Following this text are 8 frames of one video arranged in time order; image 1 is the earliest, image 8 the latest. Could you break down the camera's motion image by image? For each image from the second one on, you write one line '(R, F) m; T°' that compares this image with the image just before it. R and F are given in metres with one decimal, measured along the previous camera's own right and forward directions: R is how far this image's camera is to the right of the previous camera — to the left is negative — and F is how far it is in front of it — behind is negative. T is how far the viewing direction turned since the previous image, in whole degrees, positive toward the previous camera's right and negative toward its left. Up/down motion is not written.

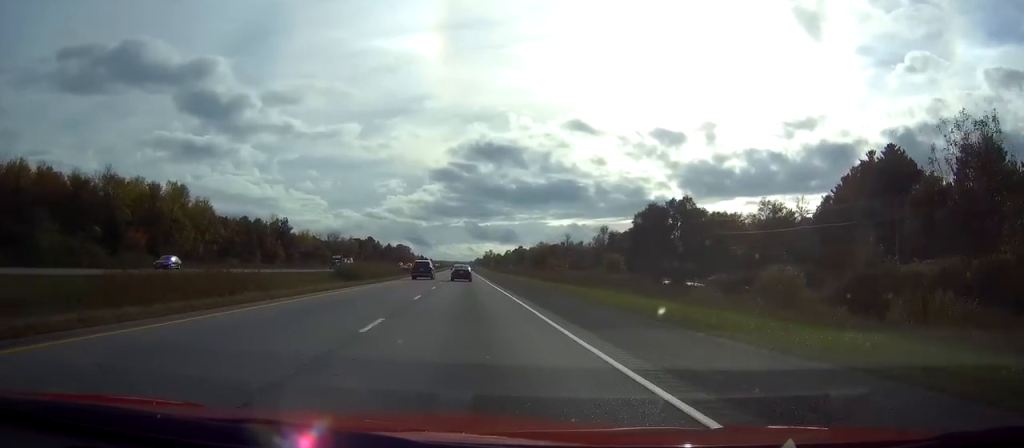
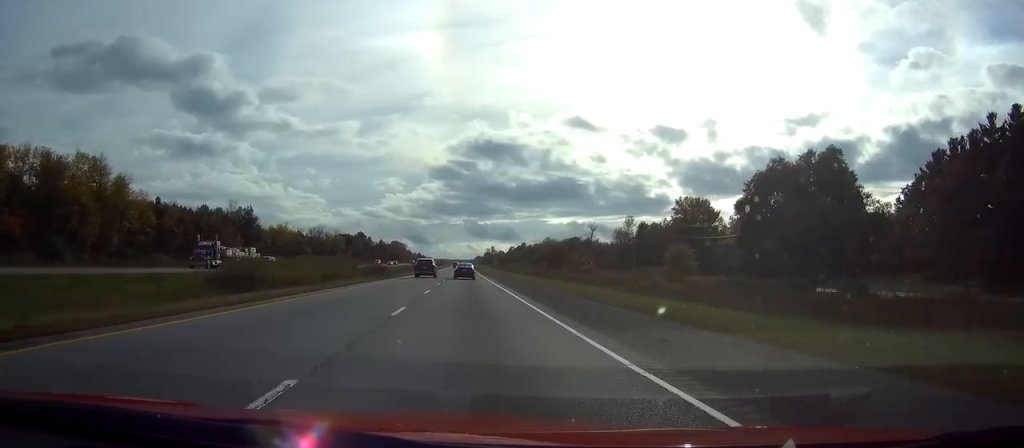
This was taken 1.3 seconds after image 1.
(0.0, +44.0) m; 0°
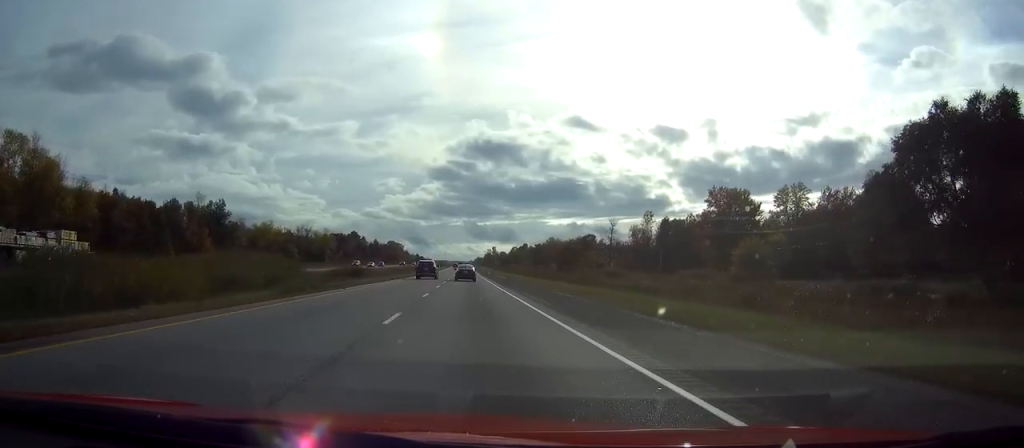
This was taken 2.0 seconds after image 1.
(0.0, +25.5) m; 0°
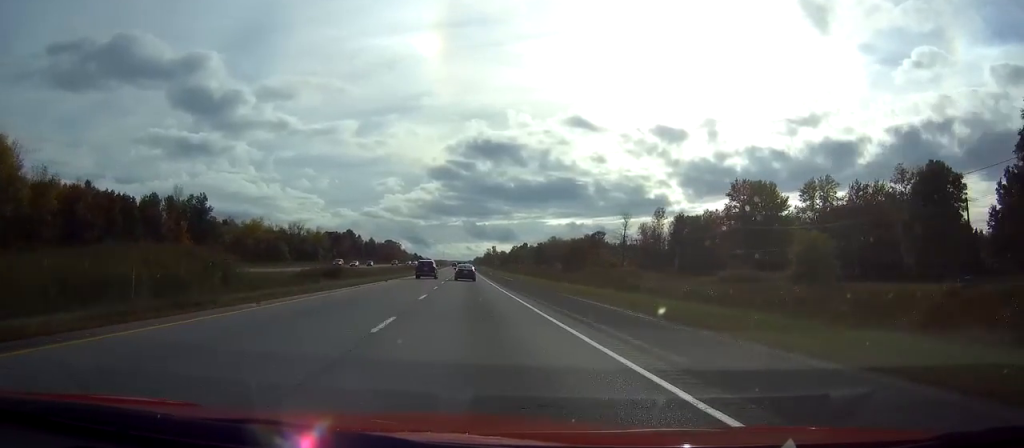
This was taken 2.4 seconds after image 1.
(0.0, +13.9) m; 0°
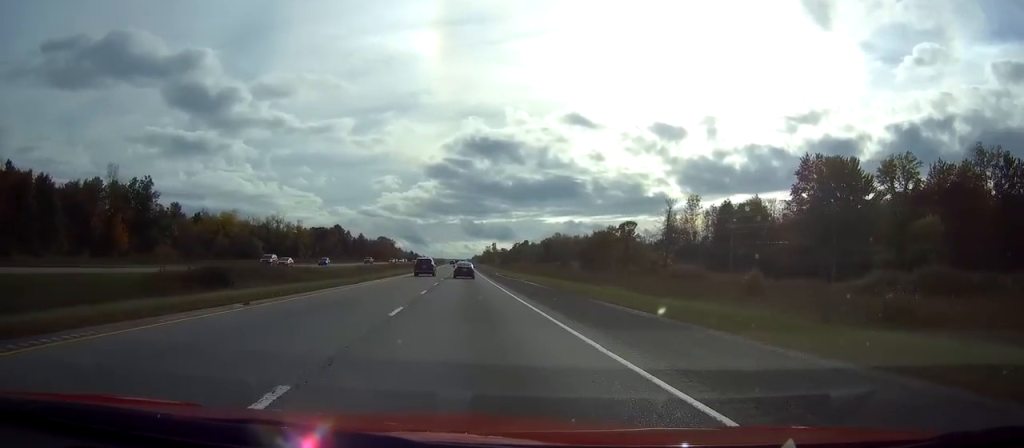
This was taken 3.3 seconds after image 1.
(-0.1, +32.5) m; 0°
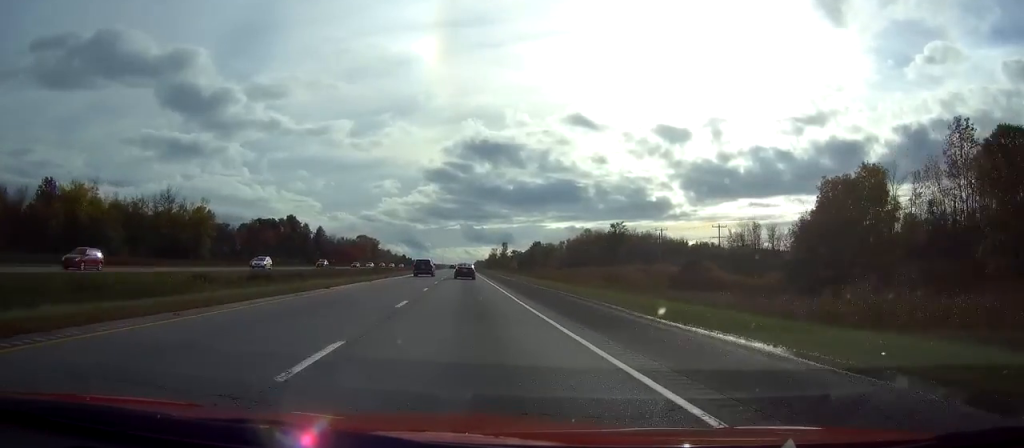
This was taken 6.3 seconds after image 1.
(+0.1, +104.3) m; 0°
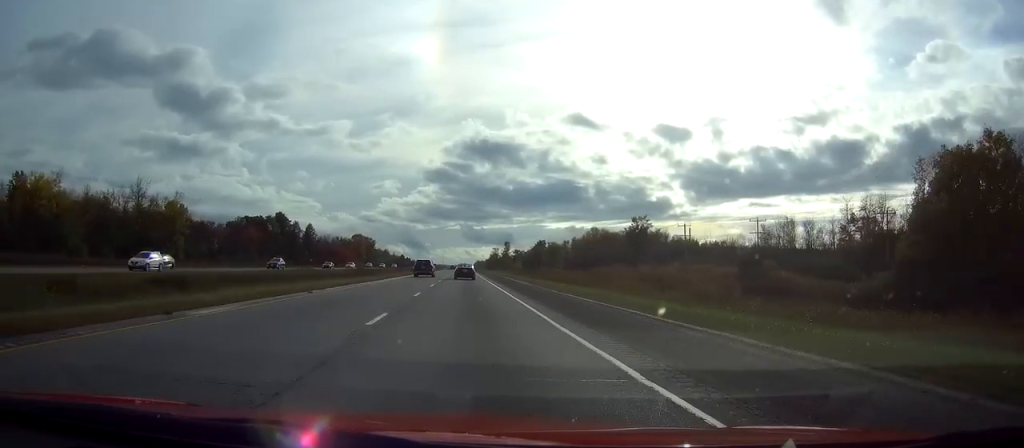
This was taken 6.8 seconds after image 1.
(0.0, +17.3) m; 0°
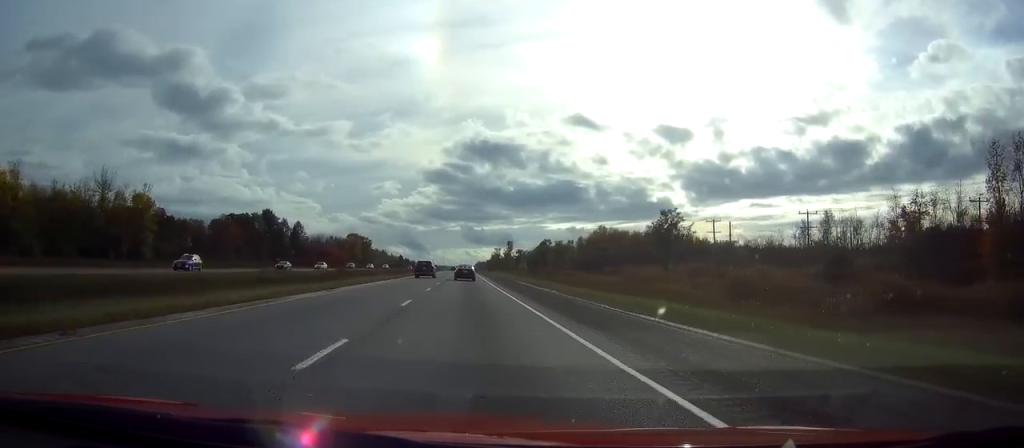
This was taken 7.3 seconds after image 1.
(0.0, +17.3) m; 0°
